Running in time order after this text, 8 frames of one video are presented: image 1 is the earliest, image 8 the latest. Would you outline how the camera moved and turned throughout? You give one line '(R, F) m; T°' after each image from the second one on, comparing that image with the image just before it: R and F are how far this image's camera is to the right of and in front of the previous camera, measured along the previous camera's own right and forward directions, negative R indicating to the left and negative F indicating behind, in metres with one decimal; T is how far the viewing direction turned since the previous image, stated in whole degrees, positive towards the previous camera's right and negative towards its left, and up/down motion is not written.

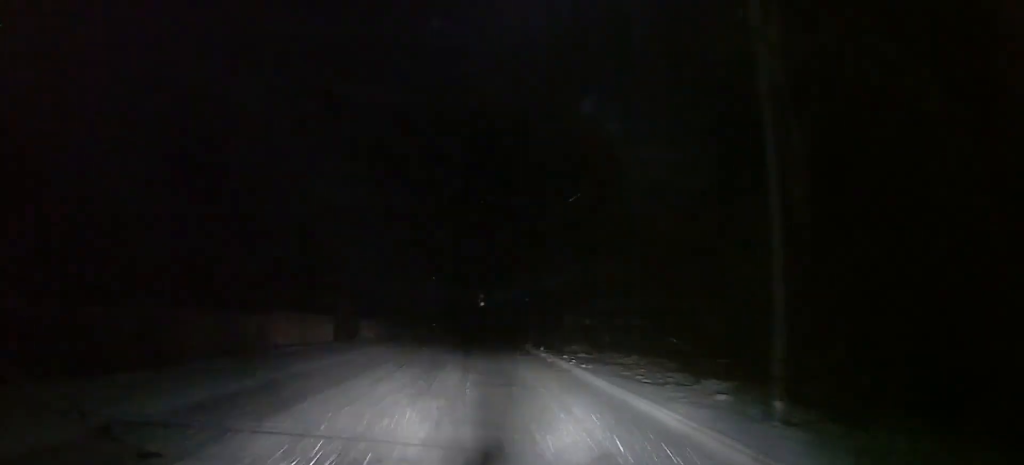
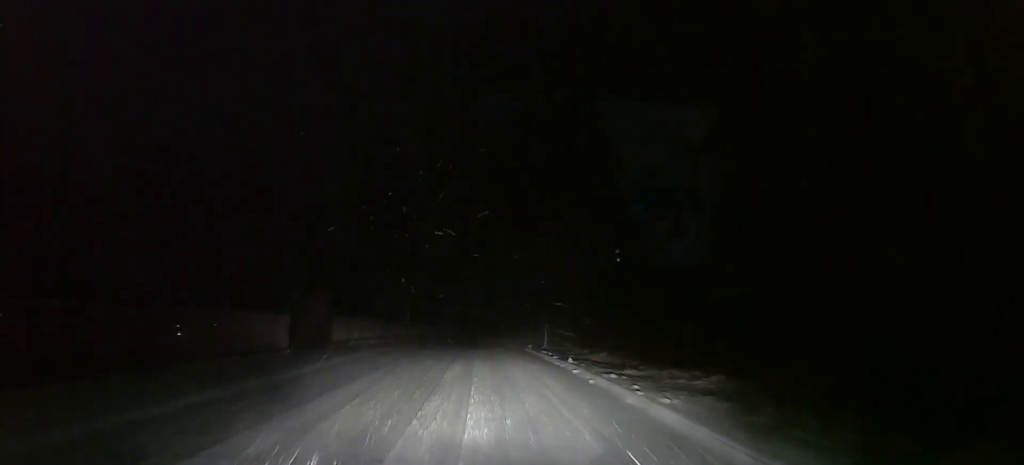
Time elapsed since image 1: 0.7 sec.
(0.0, +7.0) m; 0°
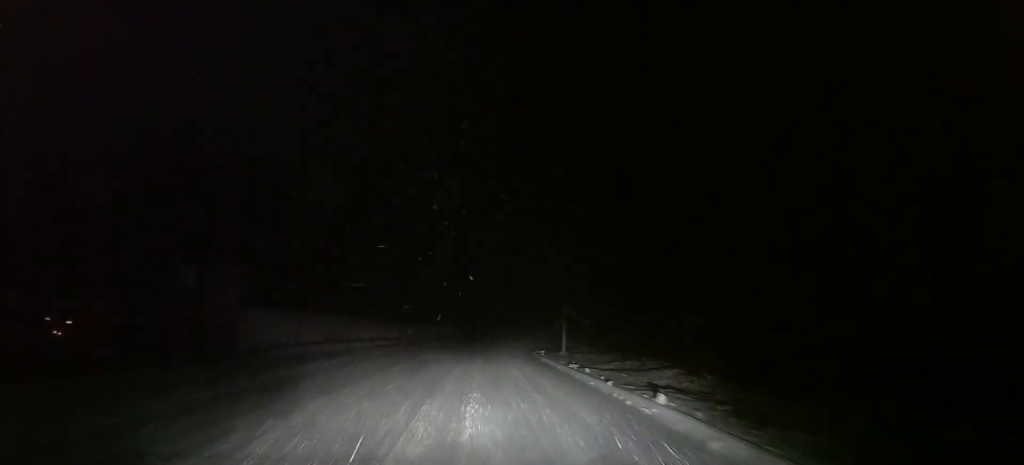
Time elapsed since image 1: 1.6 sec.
(-0.1, +9.3) m; 0°
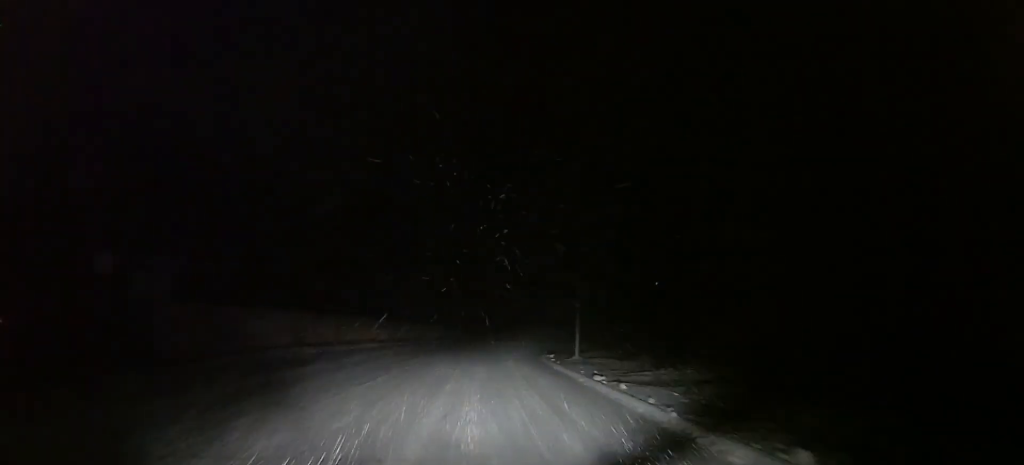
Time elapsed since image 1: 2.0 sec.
(+0.1, +4.4) m; 0°
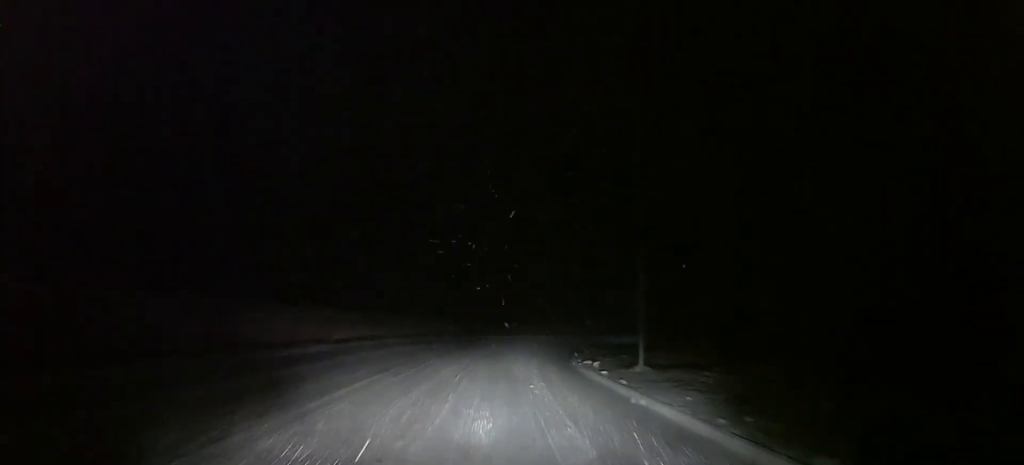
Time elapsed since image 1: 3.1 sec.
(0.0, +10.8) m; -1°
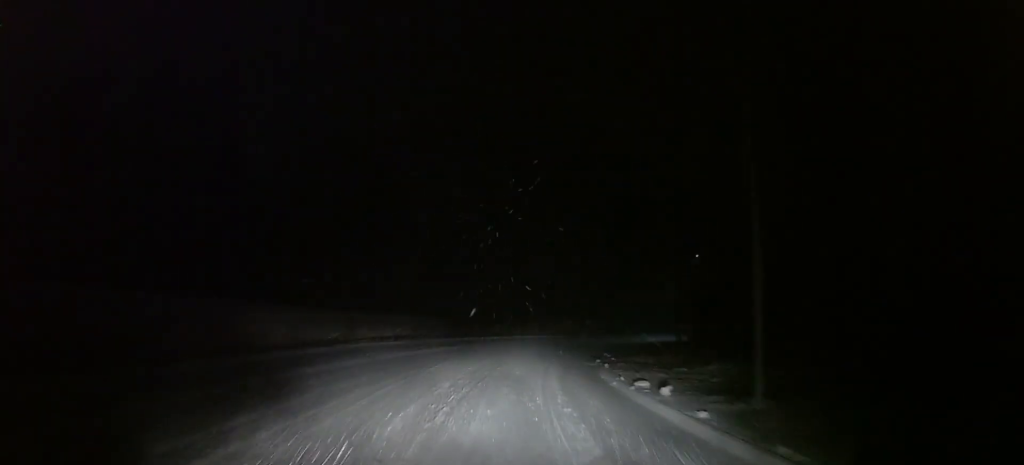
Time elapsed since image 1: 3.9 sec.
(-0.1, +7.5) m; -1°
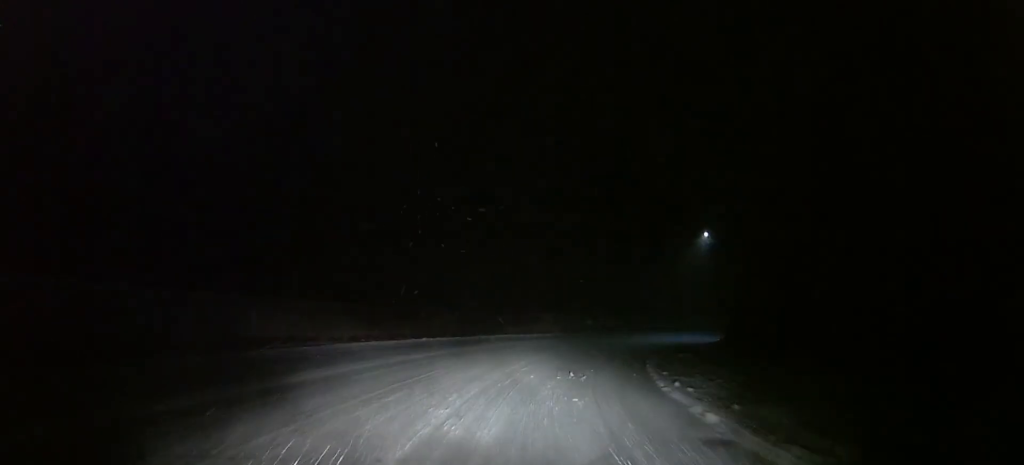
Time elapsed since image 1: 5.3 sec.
(0.0, +13.8) m; +3°
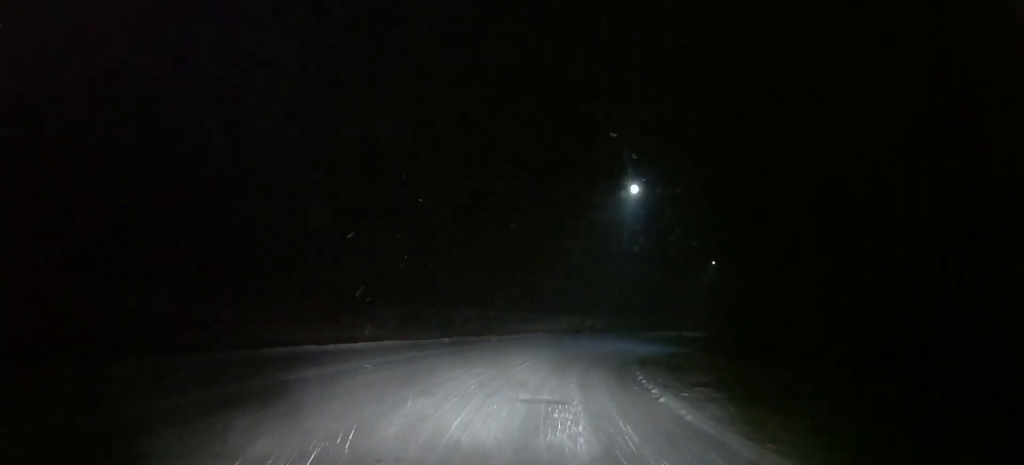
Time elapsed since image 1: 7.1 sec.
(+1.3, +17.7) m; +11°
